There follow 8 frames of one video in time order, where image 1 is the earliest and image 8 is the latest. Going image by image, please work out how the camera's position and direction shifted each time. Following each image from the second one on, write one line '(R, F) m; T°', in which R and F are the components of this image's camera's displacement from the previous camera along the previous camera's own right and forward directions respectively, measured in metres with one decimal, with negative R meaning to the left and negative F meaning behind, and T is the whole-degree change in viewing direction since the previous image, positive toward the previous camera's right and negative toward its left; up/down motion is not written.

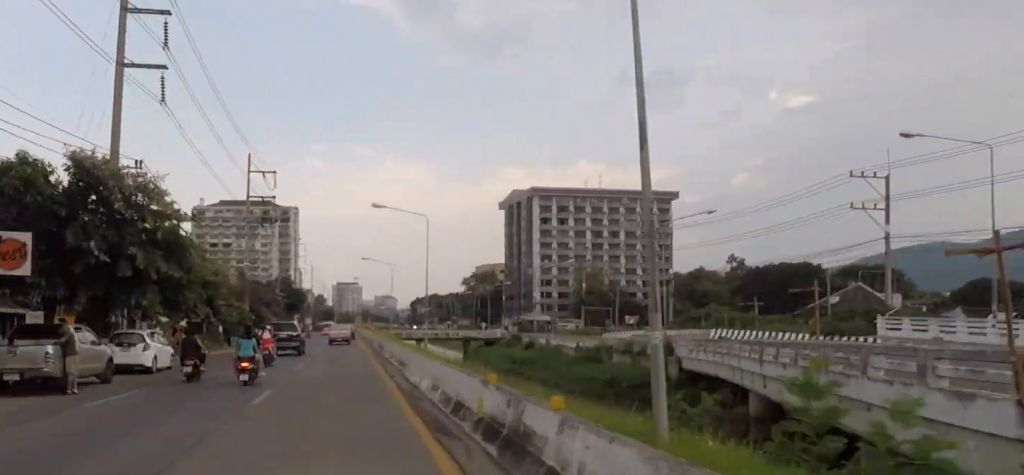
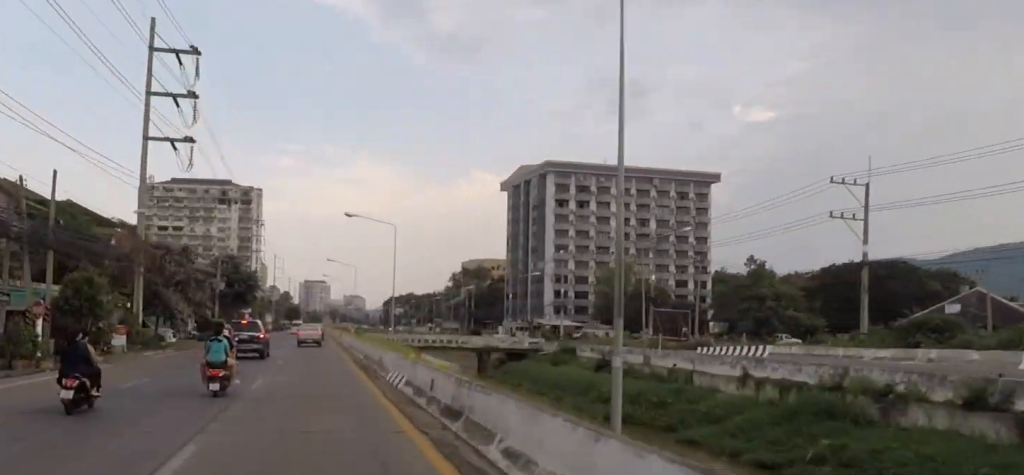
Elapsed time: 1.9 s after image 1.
(+1.5, +30.9) m; +3°
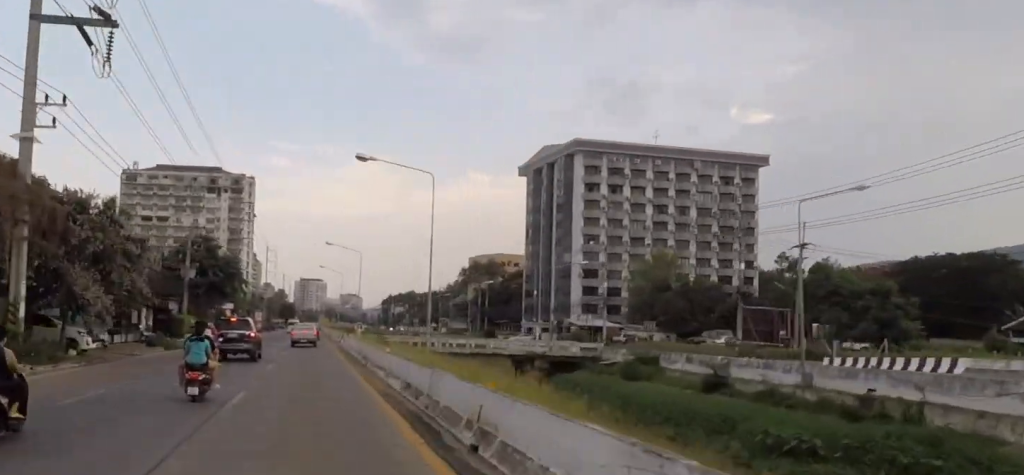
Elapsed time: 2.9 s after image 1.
(+0.1, +15.8) m; 0°
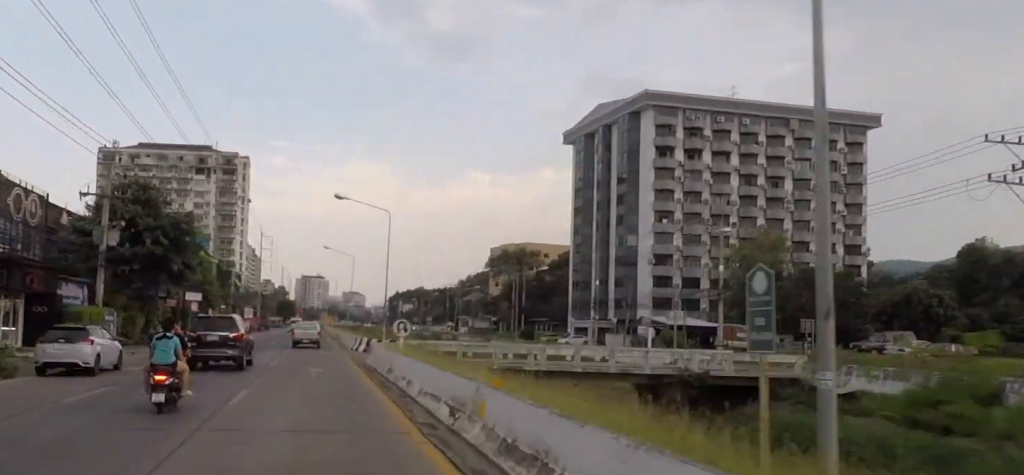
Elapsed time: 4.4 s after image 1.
(+0.2, +23.4) m; -2°
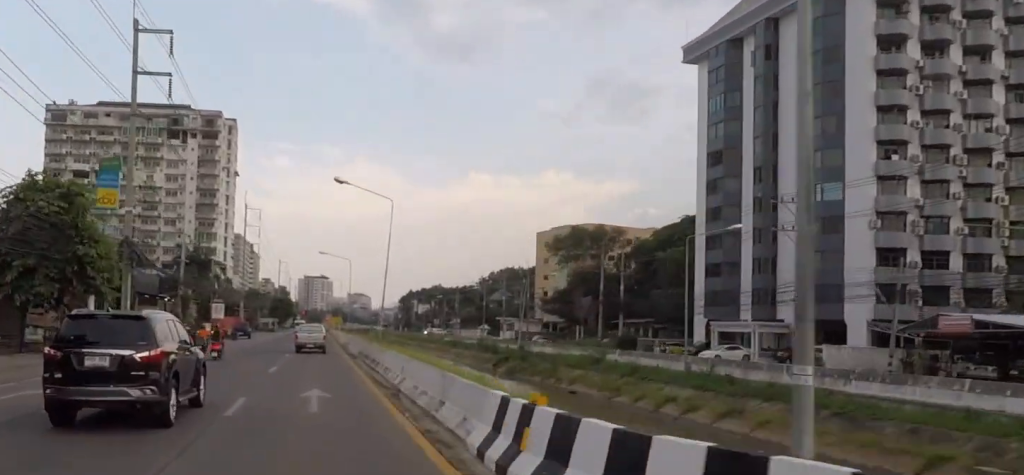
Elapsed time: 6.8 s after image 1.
(-1.5, +36.6) m; -1°
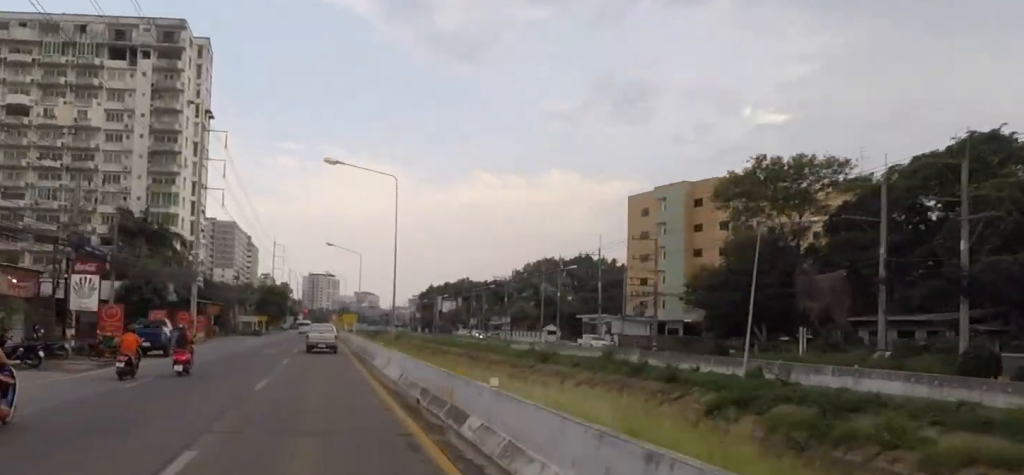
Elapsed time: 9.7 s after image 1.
(+1.4, +42.1) m; +4°
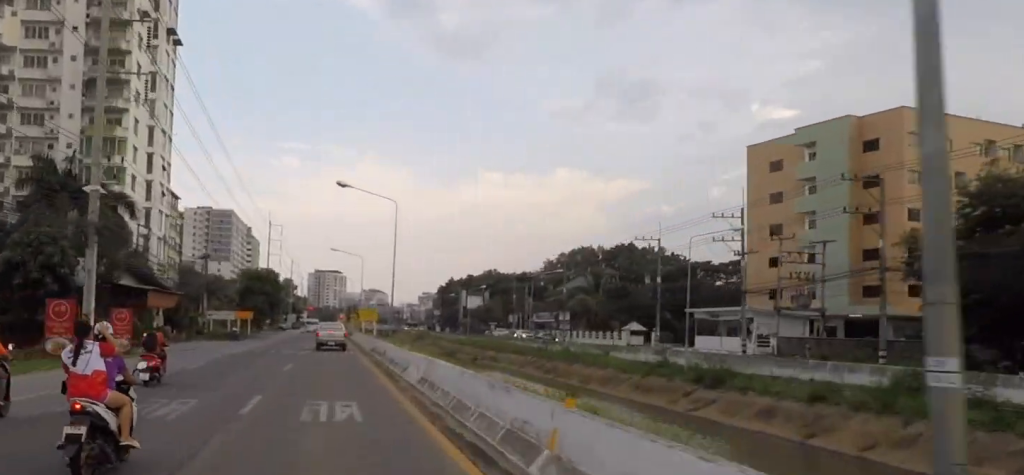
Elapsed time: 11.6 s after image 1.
(+0.5, +28.1) m; -1°
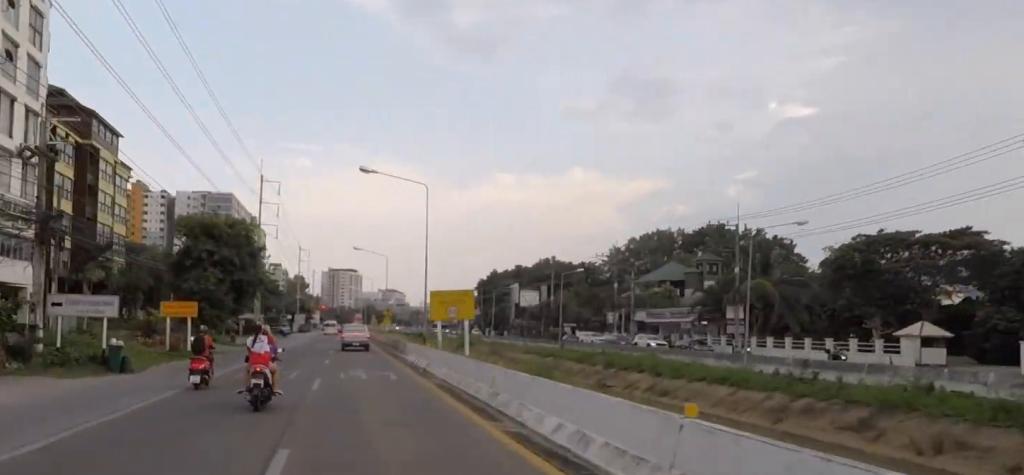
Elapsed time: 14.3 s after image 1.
(-1.6, +39.6) m; -4°
